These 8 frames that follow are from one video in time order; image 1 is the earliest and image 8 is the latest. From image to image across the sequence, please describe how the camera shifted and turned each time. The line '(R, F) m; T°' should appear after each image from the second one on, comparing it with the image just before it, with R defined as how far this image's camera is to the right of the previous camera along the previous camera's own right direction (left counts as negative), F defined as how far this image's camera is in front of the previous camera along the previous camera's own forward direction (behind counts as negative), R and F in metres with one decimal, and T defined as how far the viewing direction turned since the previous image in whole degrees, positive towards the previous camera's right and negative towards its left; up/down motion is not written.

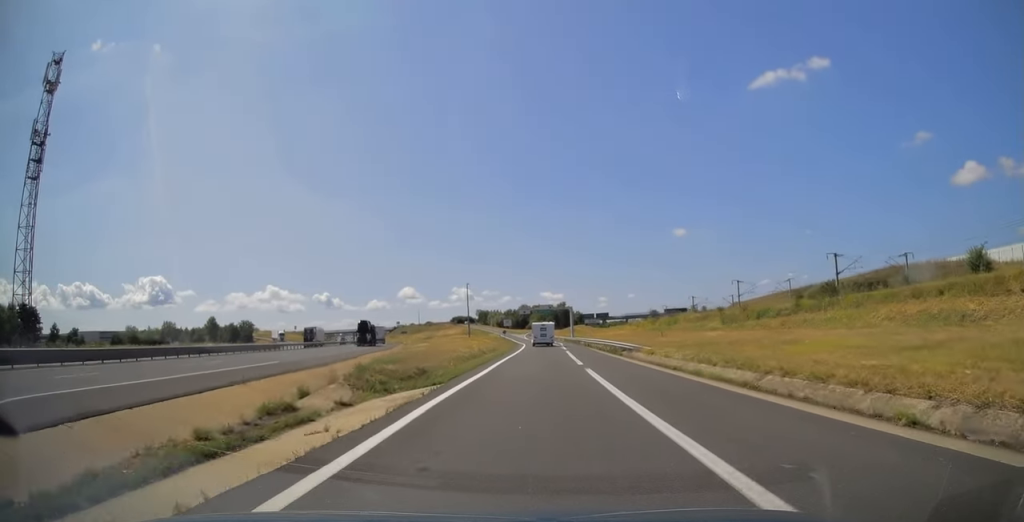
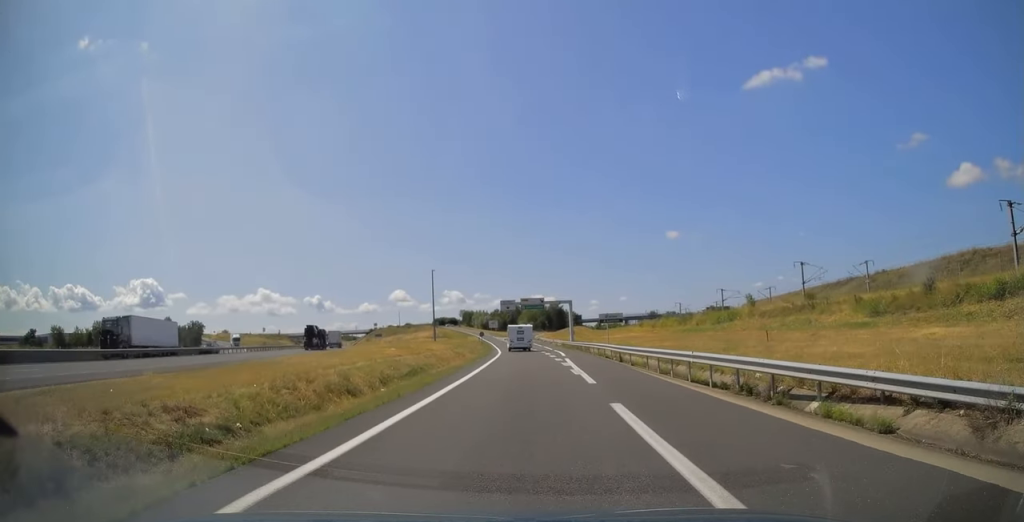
(+0.5, +34.1) m; +1°
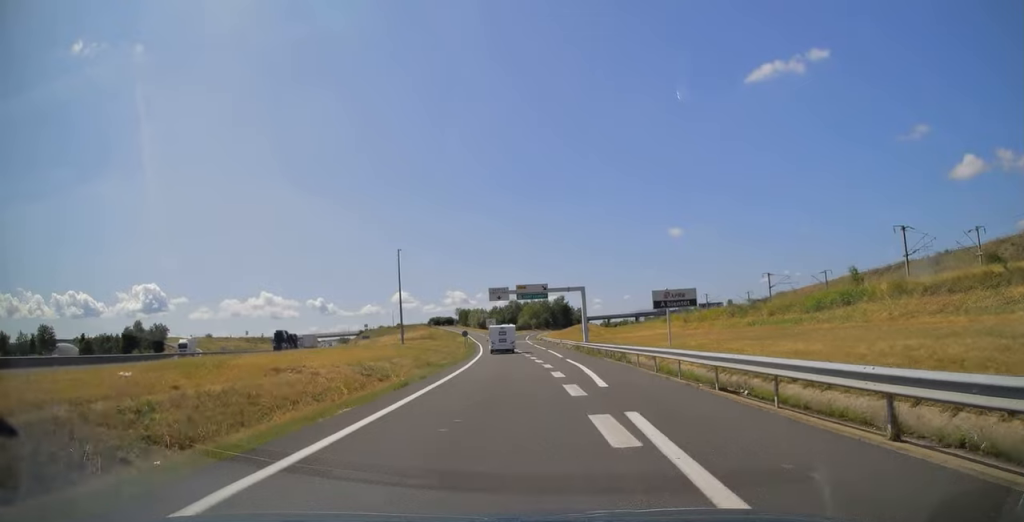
(0.0, +26.2) m; 0°
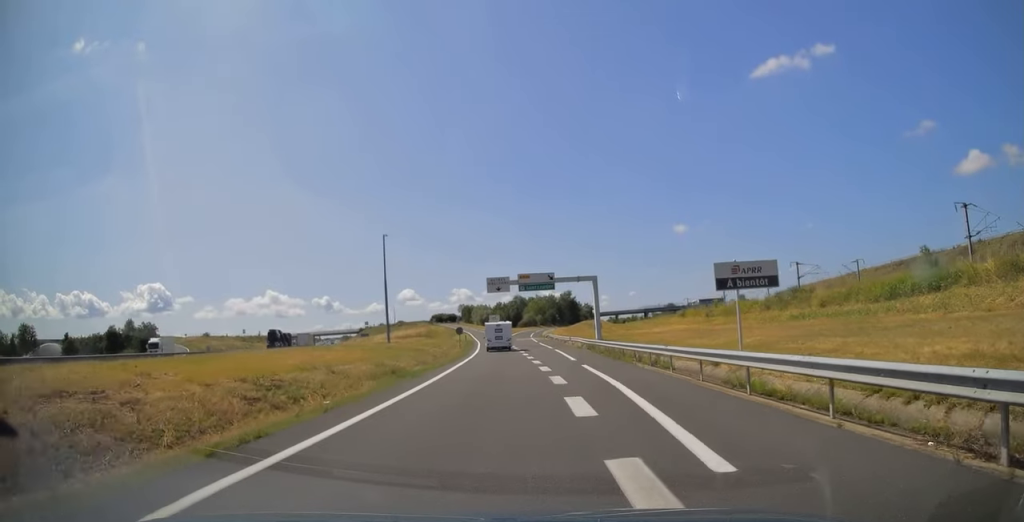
(+0.1, +10.0) m; 0°
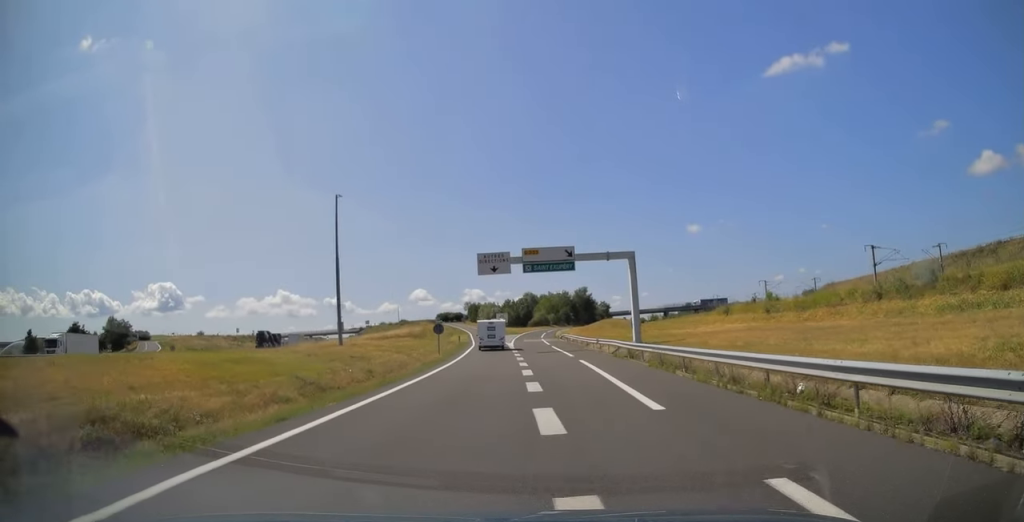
(-0.2, +20.0) m; -1°
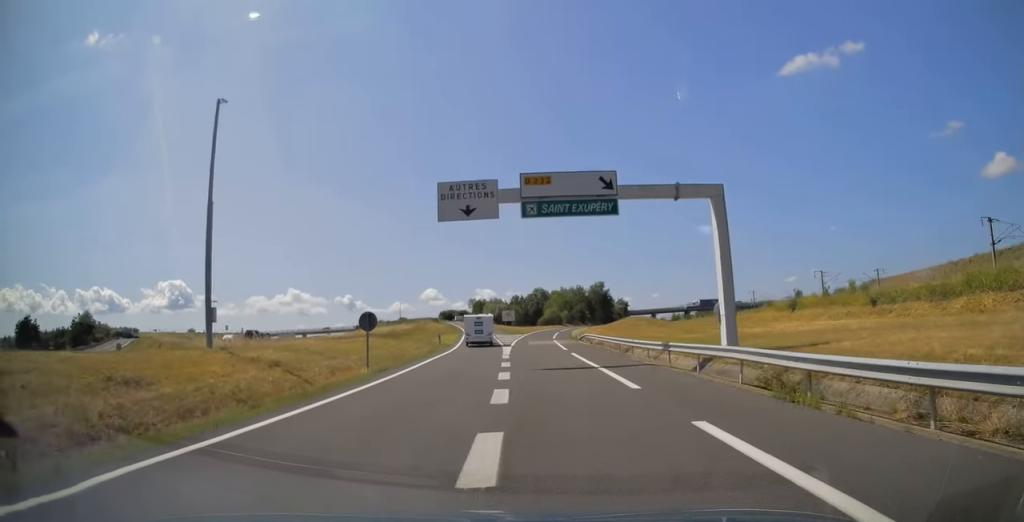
(-0.1, +21.6) m; -1°
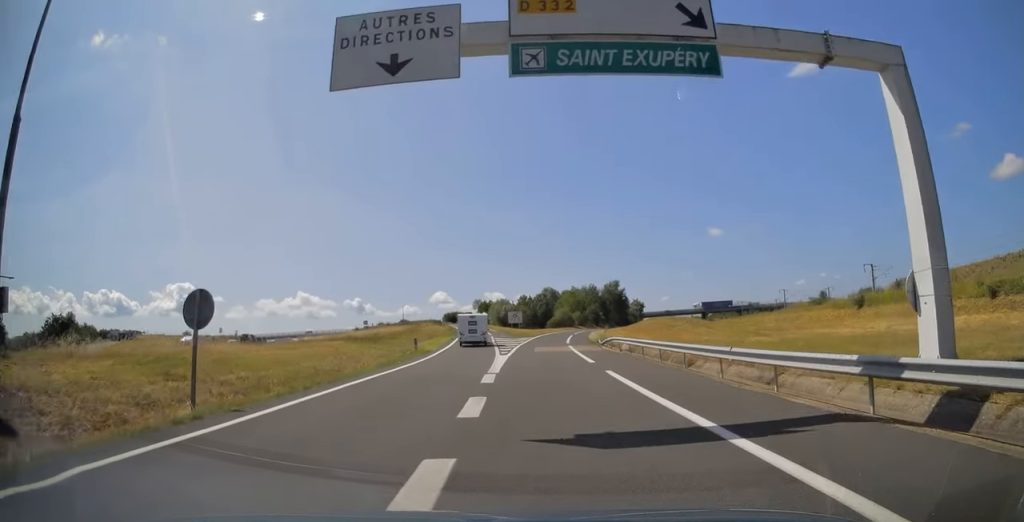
(-0.2, +14.2) m; -1°
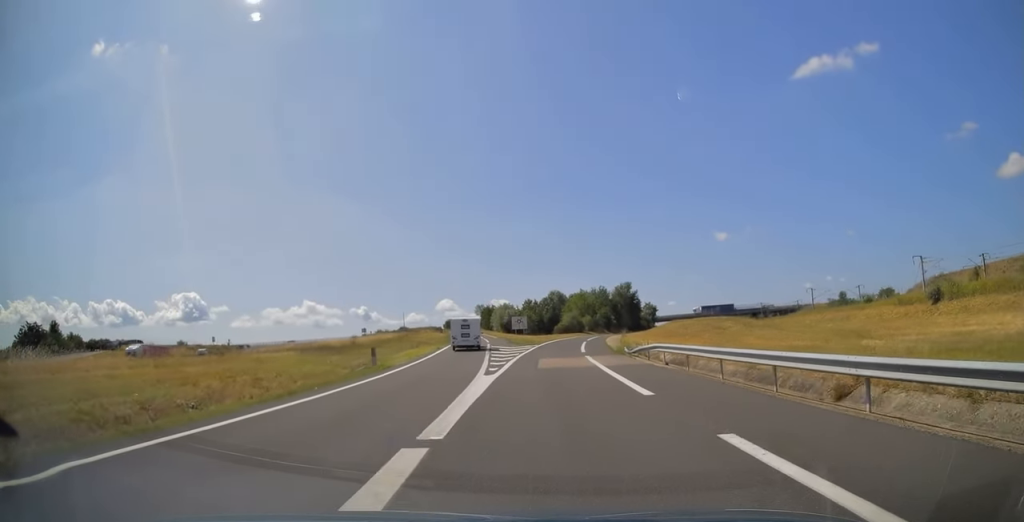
(-0.1, +12.0) m; -1°
